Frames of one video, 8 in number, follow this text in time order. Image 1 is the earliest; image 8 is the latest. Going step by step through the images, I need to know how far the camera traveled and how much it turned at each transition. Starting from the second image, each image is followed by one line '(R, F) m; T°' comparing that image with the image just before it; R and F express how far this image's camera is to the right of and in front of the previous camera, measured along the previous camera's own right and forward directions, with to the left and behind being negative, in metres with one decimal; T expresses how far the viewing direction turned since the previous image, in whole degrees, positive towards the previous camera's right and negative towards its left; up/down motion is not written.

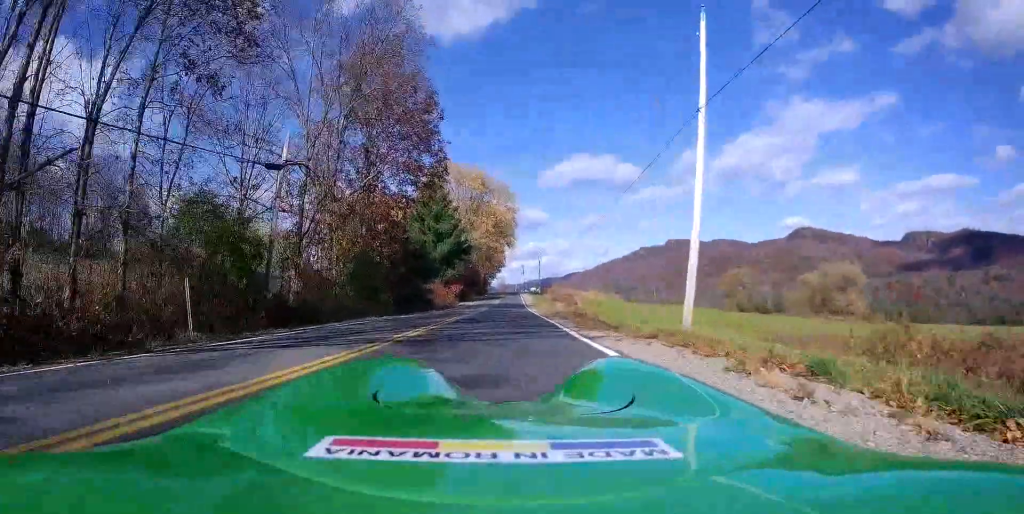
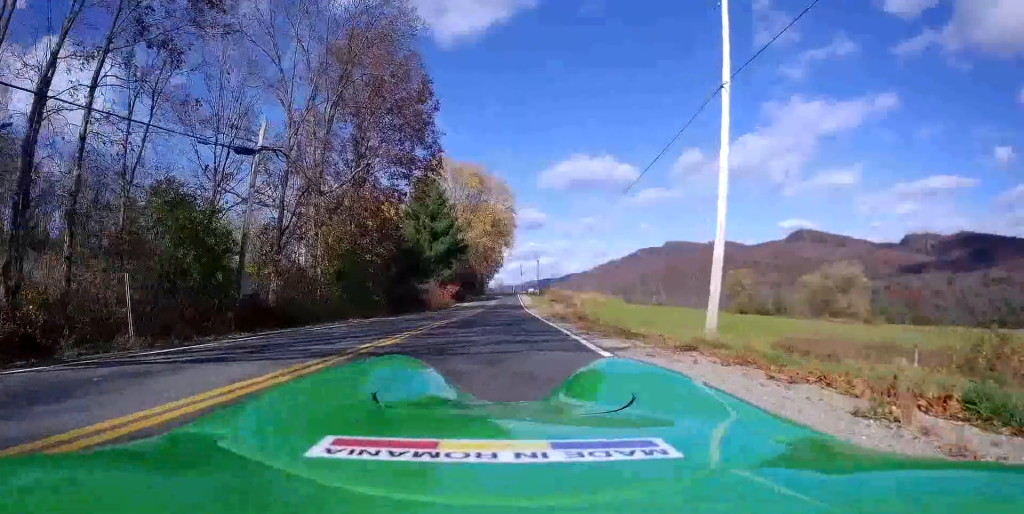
(0.0, +2.2) m; 0°
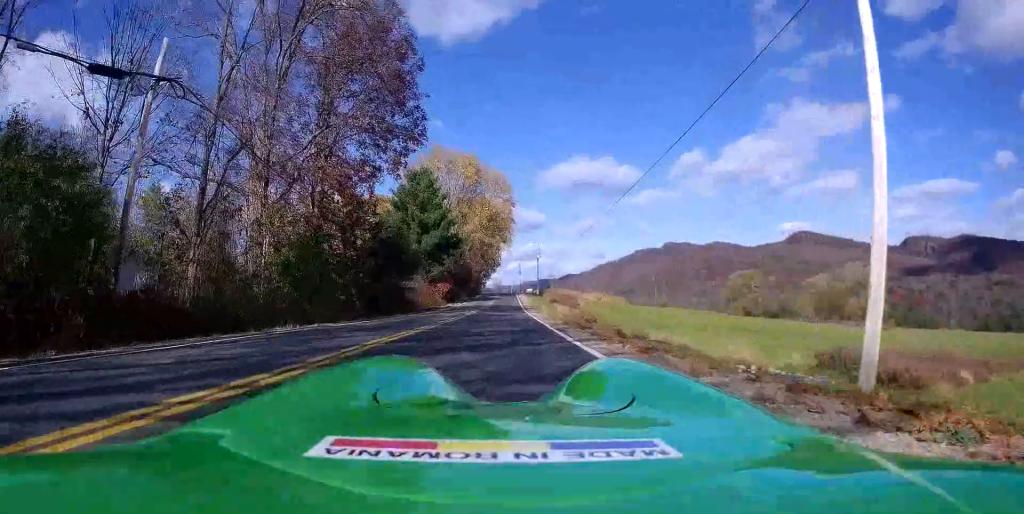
(0.0, +7.2) m; 0°
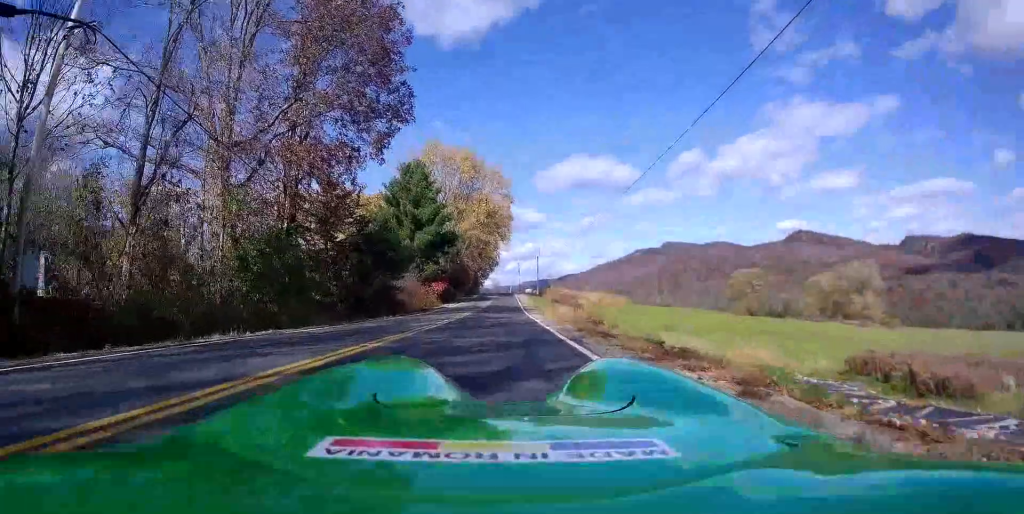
(0.0, +3.9) m; +1°
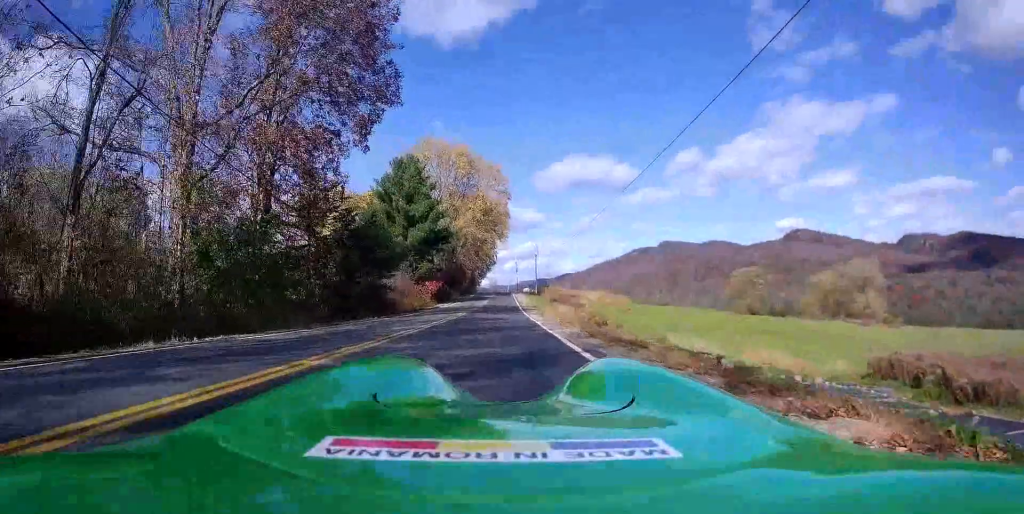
(-0.1, +2.8) m; +2°
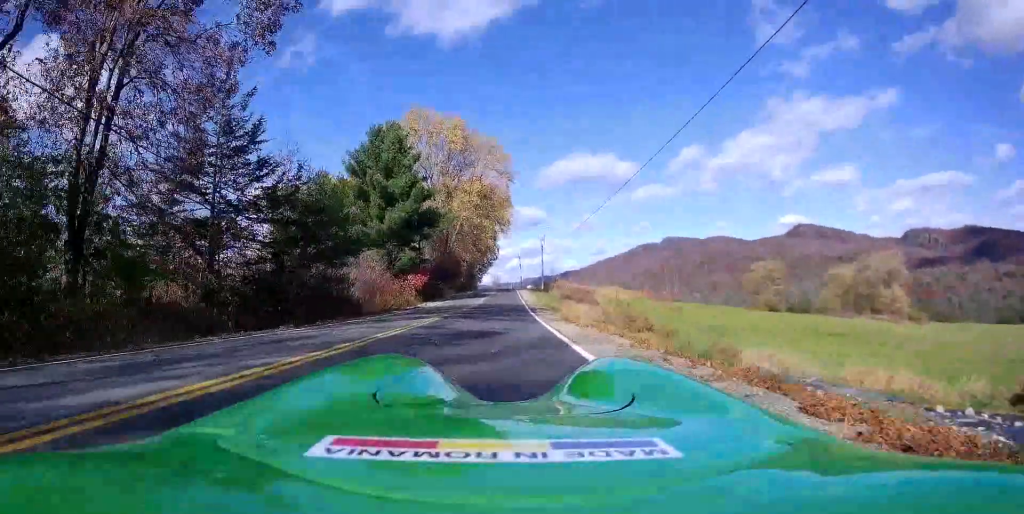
(0.0, +11.8) m; -7°
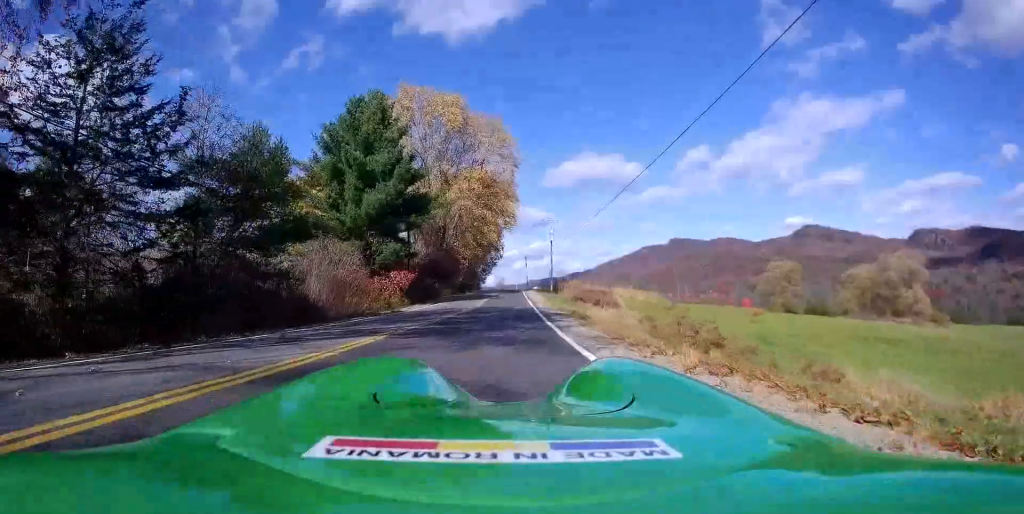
(-0.4, +8.9) m; -1°
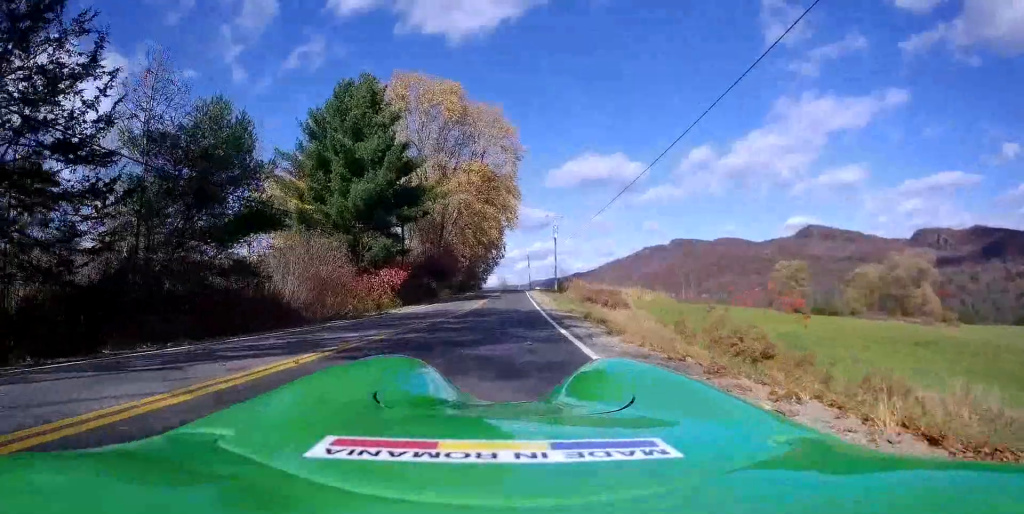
(0.0, +3.5) m; +1°
